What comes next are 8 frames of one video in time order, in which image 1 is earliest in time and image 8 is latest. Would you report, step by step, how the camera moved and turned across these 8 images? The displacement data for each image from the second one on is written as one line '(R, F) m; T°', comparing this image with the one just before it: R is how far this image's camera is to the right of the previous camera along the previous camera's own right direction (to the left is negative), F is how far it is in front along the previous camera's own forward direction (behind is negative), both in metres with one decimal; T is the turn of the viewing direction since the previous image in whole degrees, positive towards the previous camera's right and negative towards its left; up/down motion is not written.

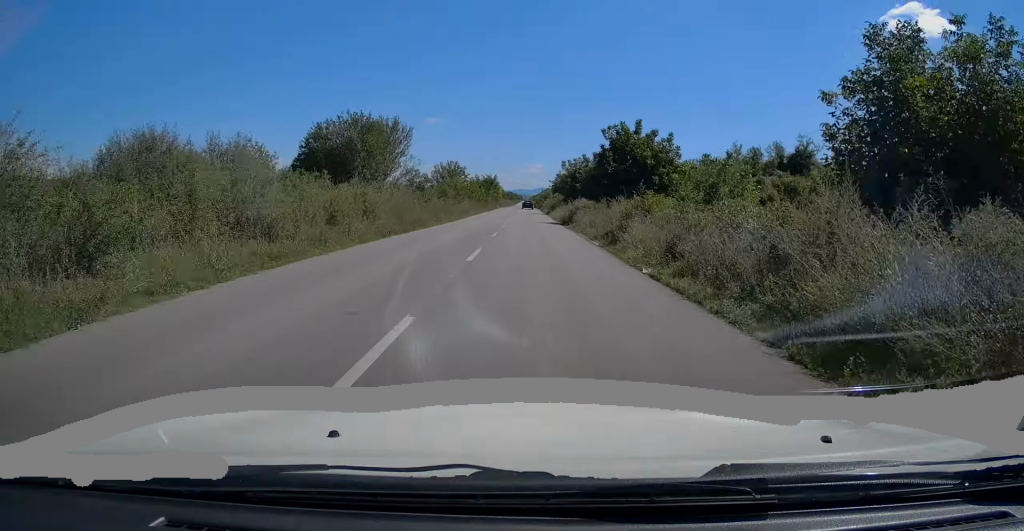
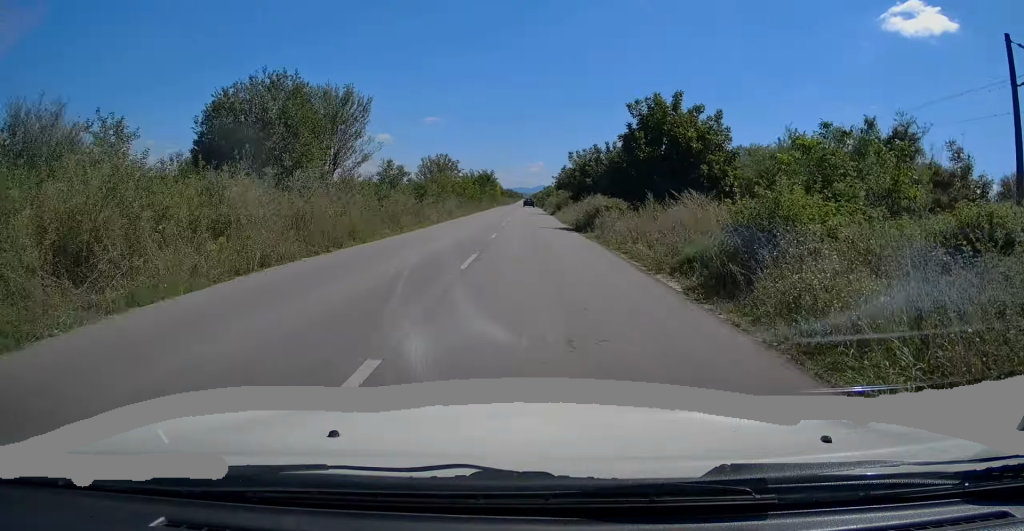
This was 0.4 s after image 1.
(0.0, +10.4) m; 0°
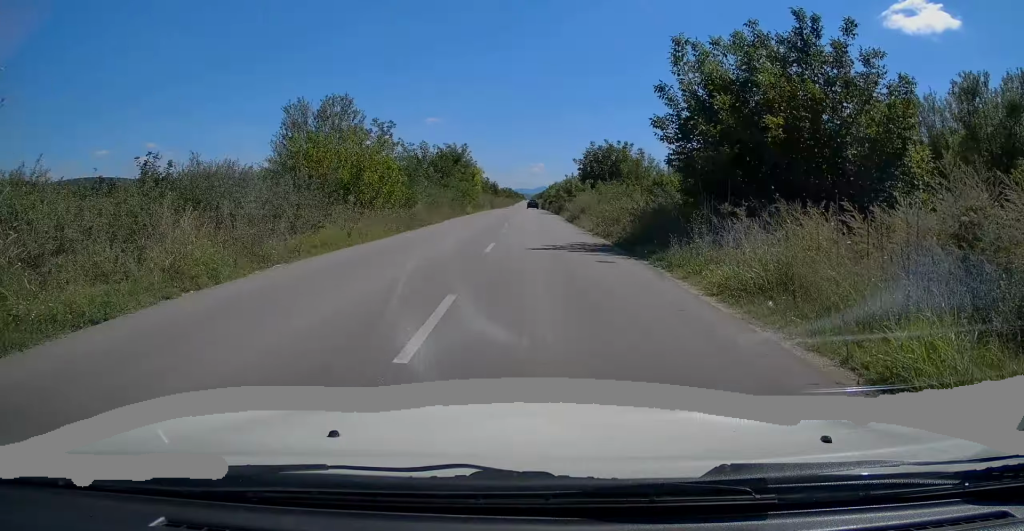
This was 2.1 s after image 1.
(-0.1, +41.1) m; +1°
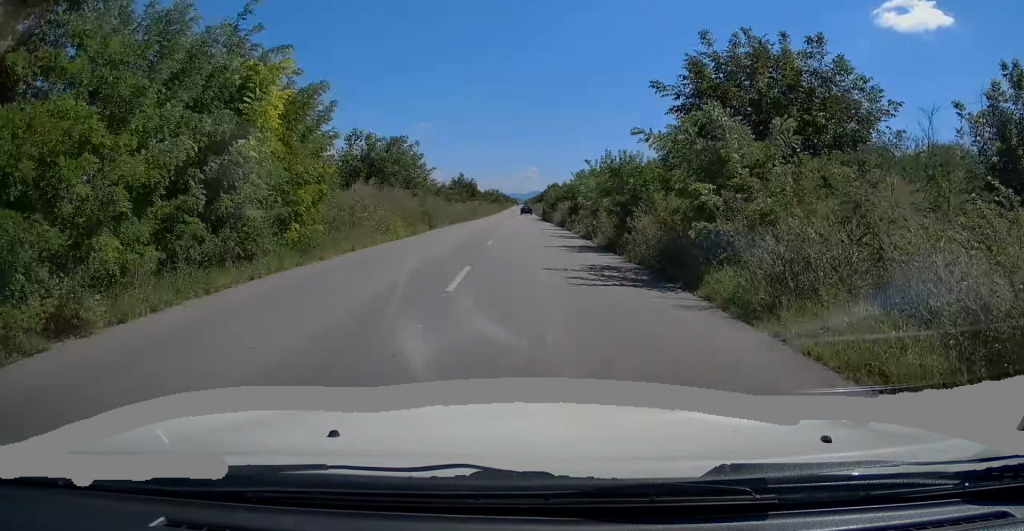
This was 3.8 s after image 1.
(0.0, +40.5) m; -1°
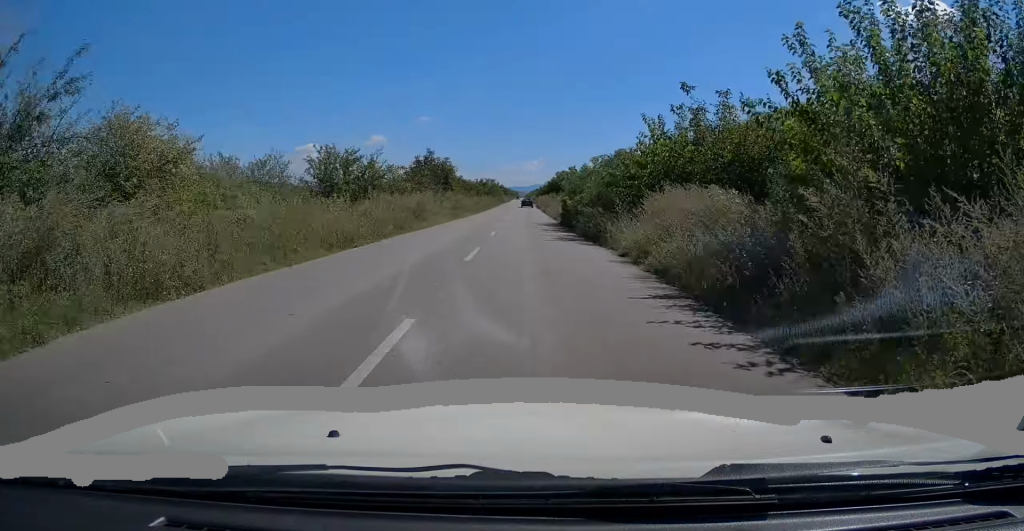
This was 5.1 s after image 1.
(+0.1, +31.6) m; +1°
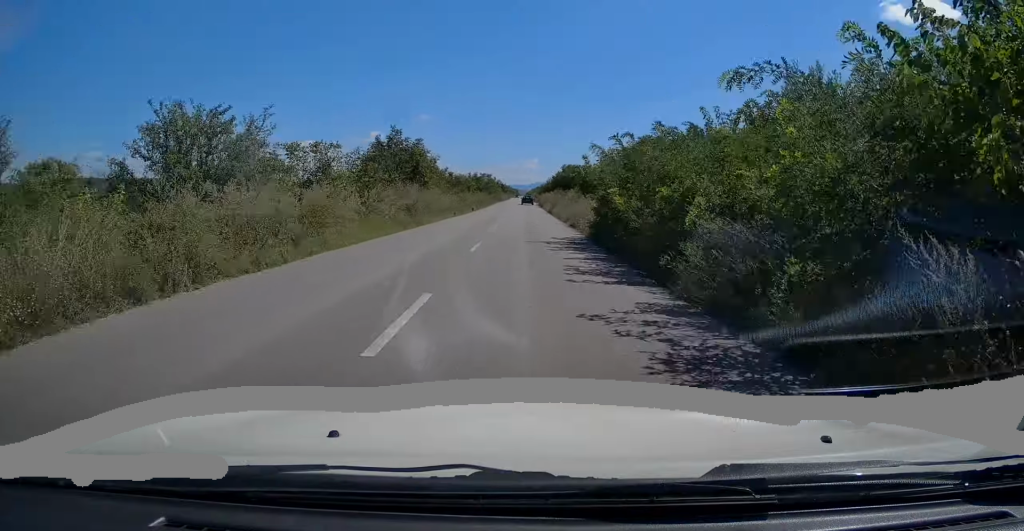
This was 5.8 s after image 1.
(+0.1, +16.3) m; 0°
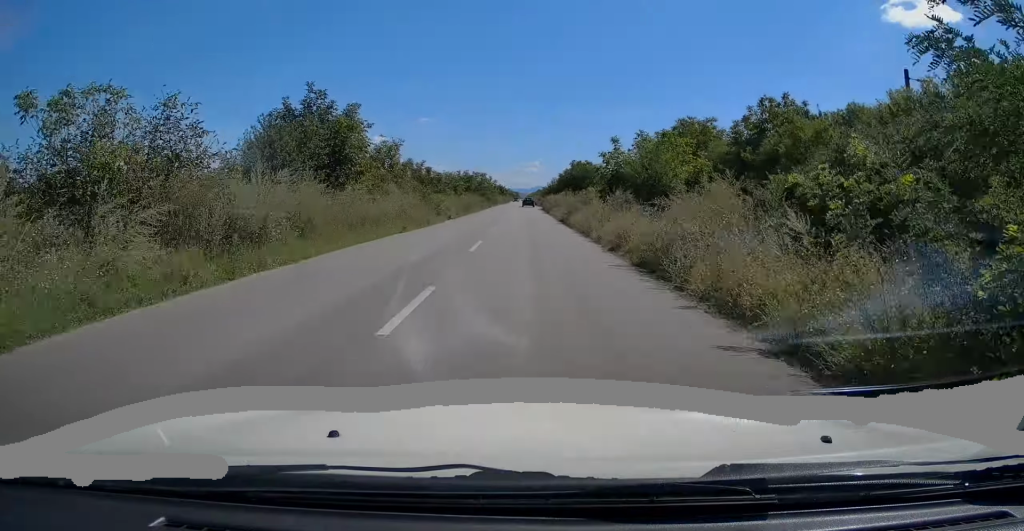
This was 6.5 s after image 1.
(0.0, +17.0) m; 0°
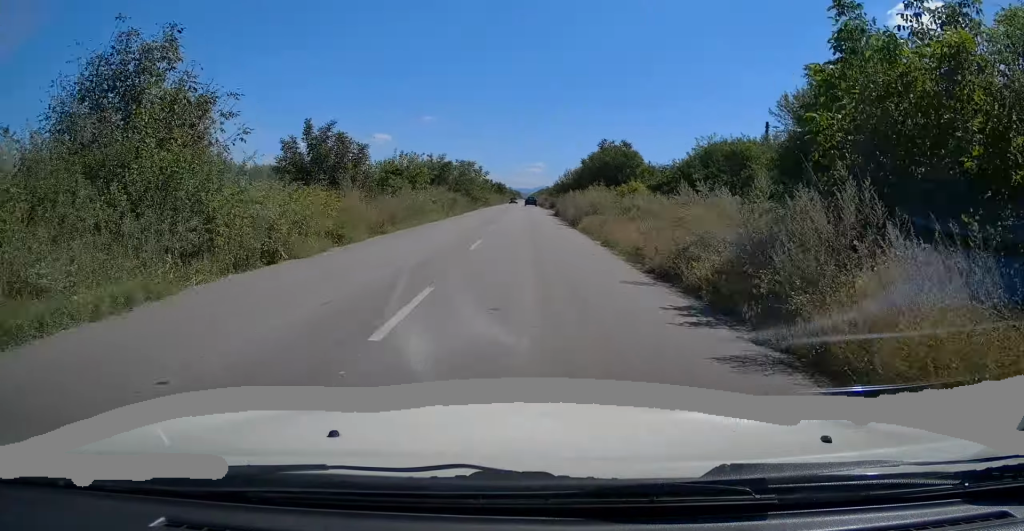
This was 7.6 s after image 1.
(0.0, +26.7) m; 0°
